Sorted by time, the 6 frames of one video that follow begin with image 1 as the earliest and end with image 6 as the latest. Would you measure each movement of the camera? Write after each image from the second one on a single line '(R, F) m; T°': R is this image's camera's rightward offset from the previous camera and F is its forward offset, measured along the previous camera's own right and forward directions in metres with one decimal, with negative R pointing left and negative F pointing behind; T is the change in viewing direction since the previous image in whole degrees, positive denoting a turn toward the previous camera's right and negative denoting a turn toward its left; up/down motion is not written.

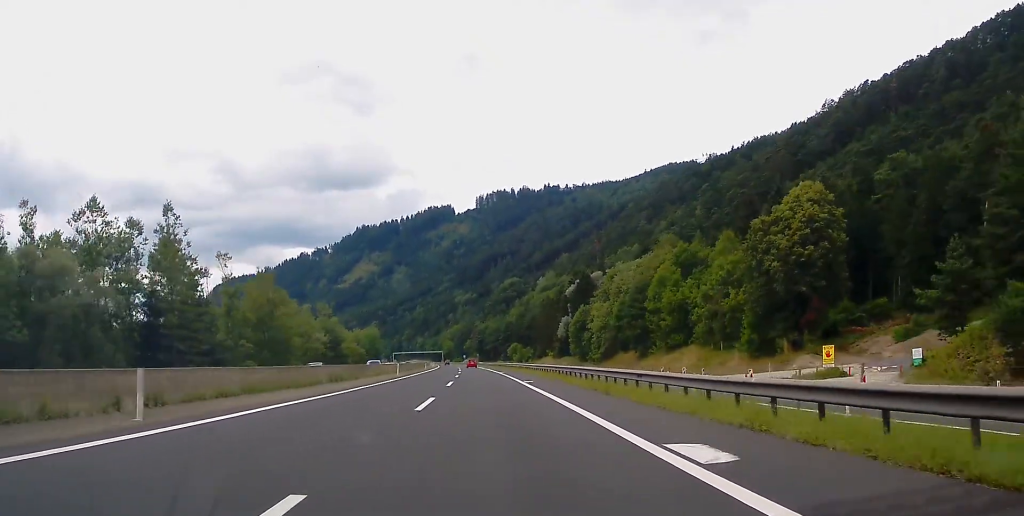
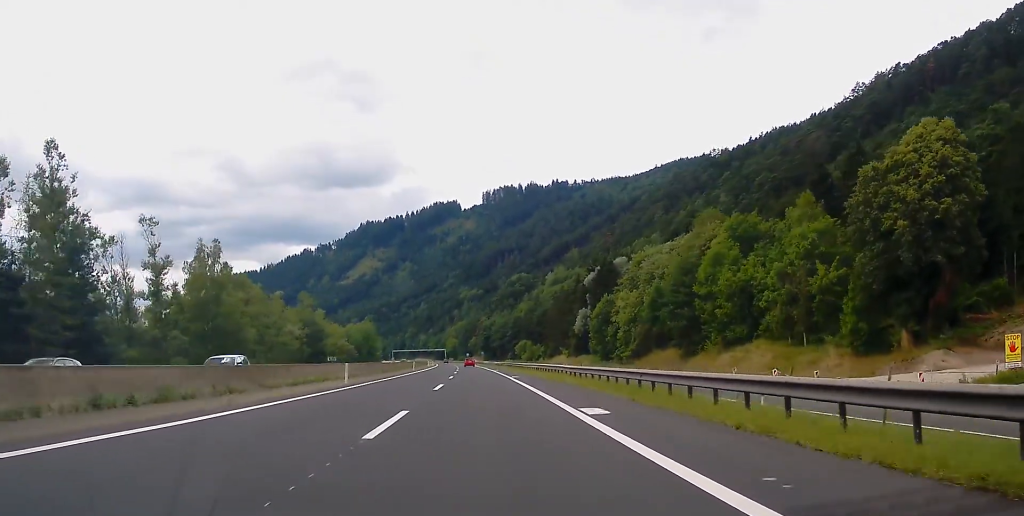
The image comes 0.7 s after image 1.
(-0.1, +25.0) m; -1°
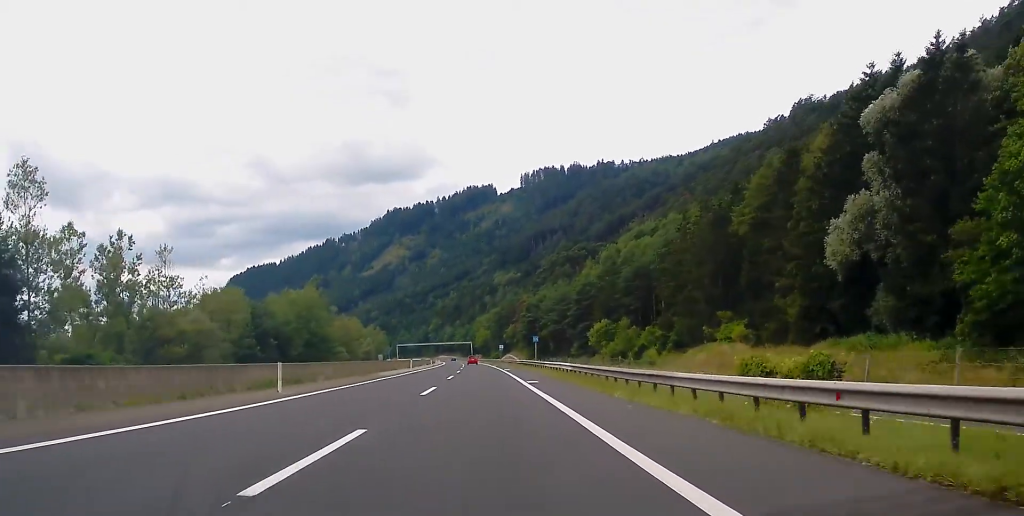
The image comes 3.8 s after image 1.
(-2.7, +112.7) m; -3°
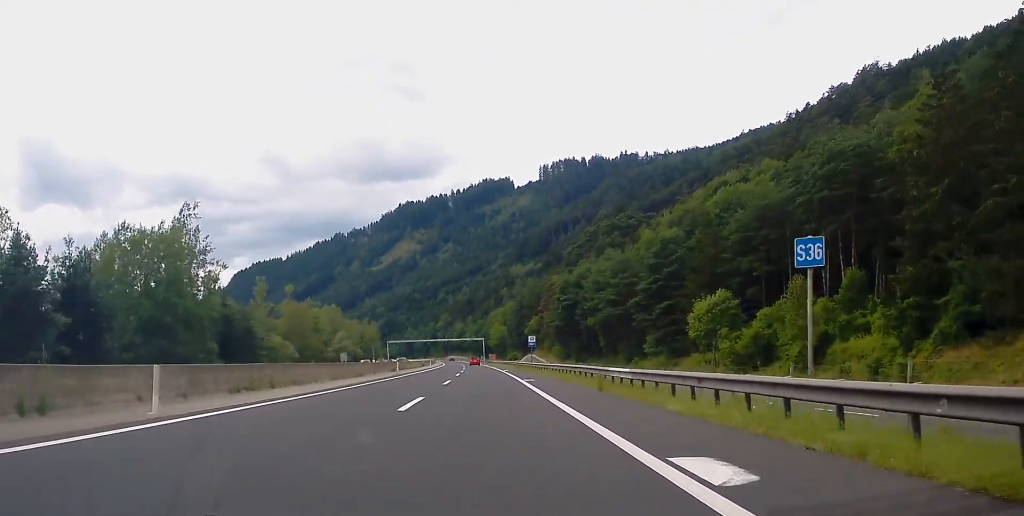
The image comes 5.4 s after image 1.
(-0.7, +60.6) m; -1°
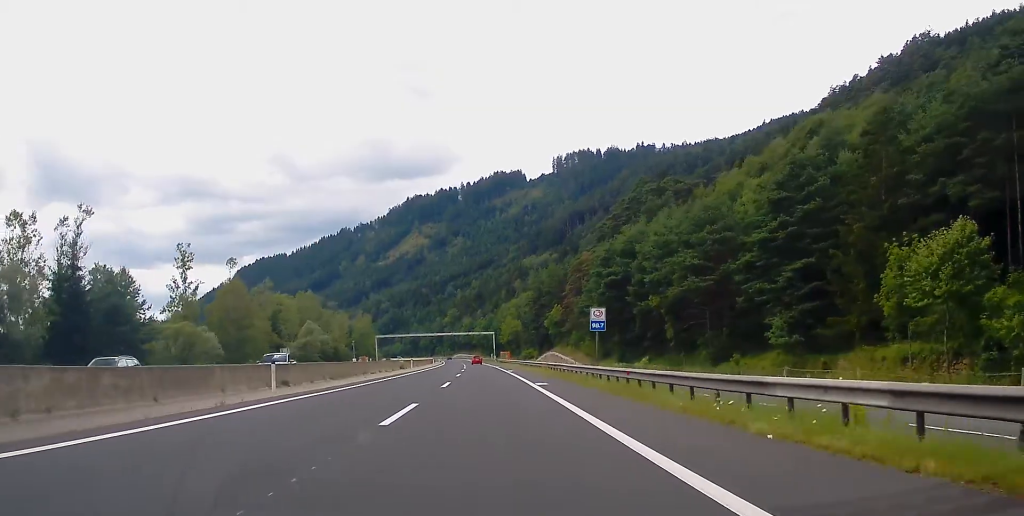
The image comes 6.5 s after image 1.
(0.0, +39.3) m; -1°
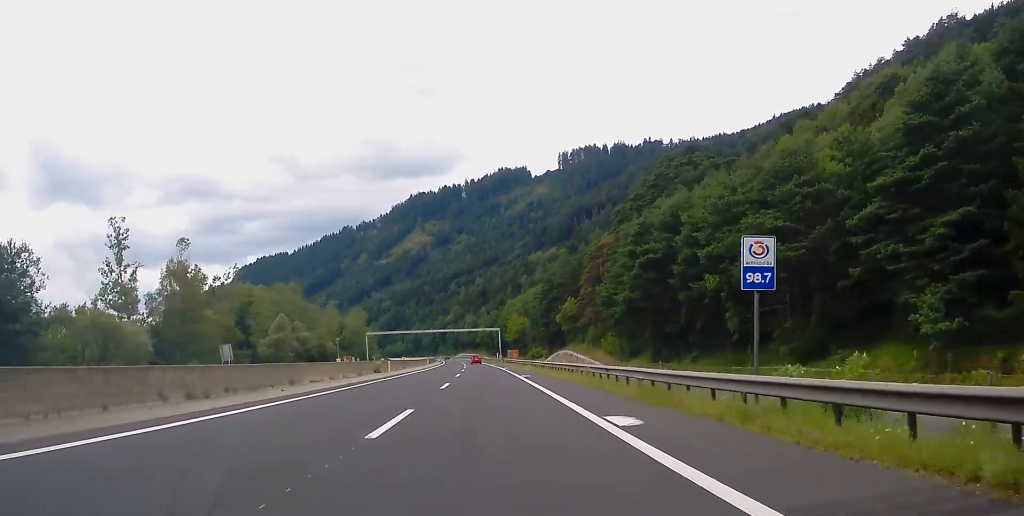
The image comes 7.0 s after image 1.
(-0.4, +19.9) m; 0°
